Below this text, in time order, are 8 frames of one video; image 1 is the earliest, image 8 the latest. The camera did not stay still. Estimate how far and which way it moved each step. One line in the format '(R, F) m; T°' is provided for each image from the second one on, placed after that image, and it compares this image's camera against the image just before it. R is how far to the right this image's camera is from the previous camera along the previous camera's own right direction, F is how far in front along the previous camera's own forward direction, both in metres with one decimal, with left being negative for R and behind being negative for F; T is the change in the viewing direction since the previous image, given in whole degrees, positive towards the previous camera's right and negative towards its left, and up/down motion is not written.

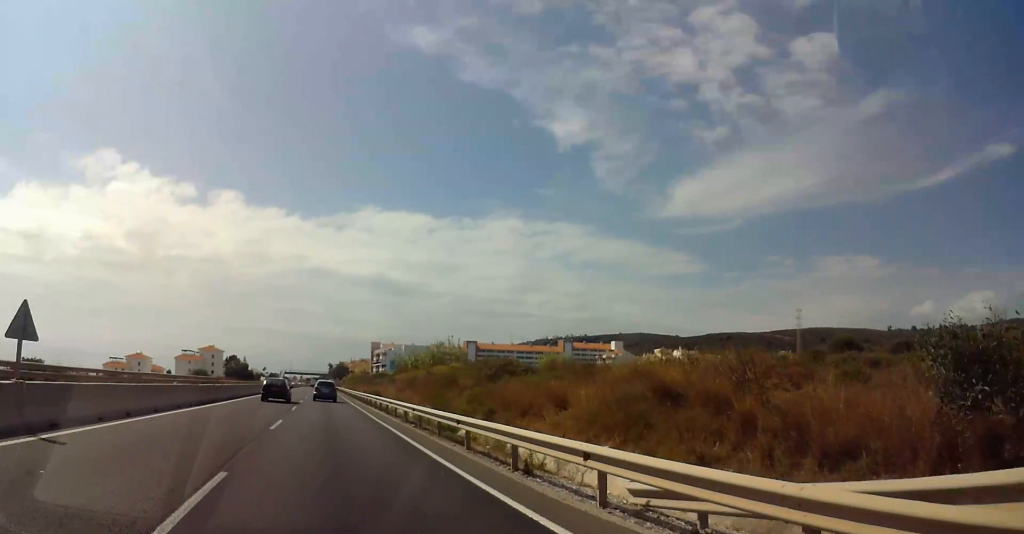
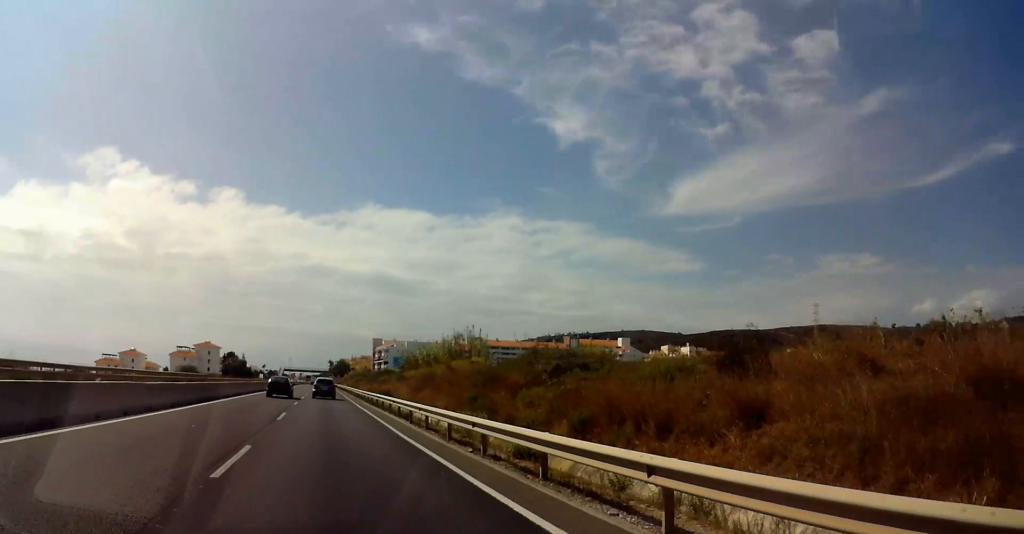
(+0.1, +10.4) m; +1°
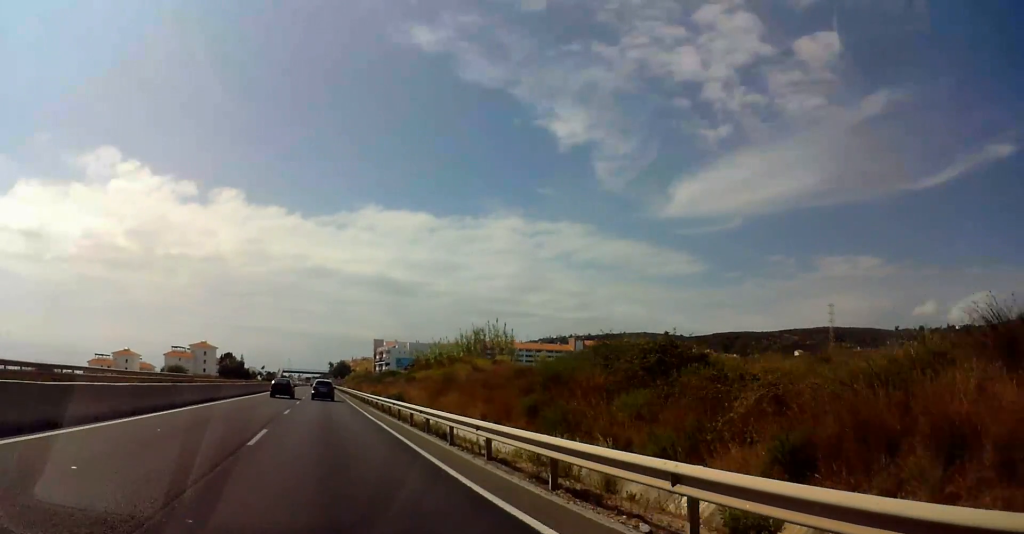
(0.0, +8.0) m; 0°
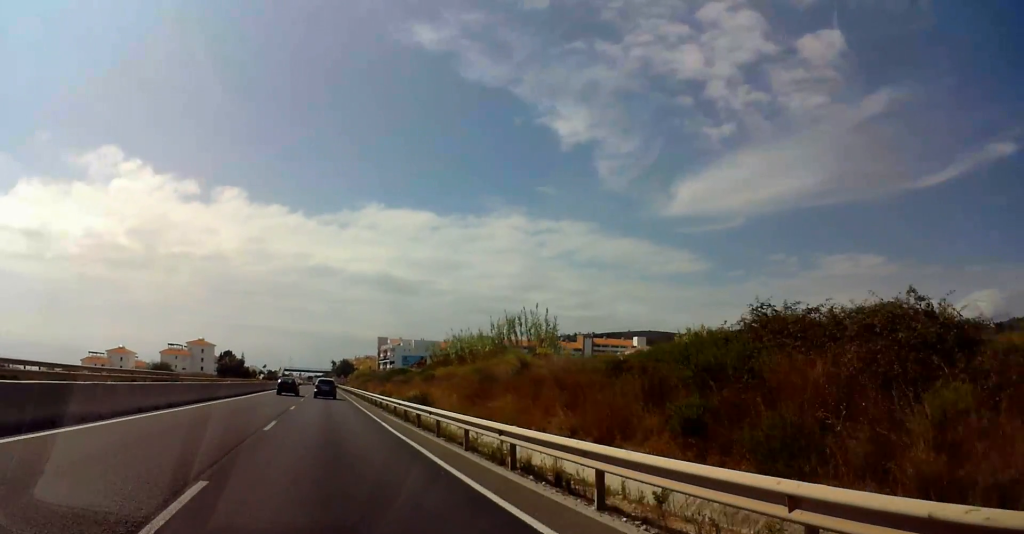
(0.0, +9.5) m; 0°
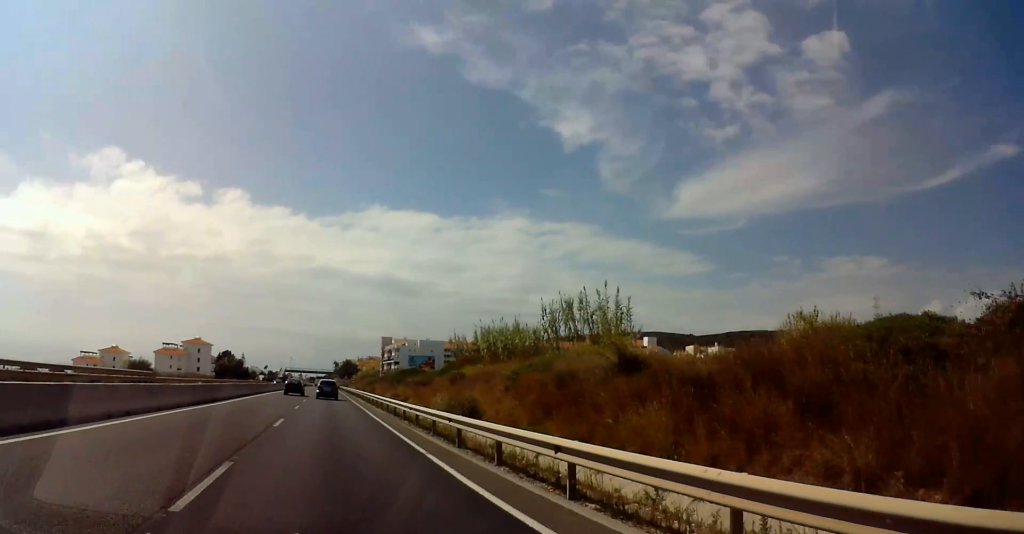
(0.0, +11.6) m; 0°
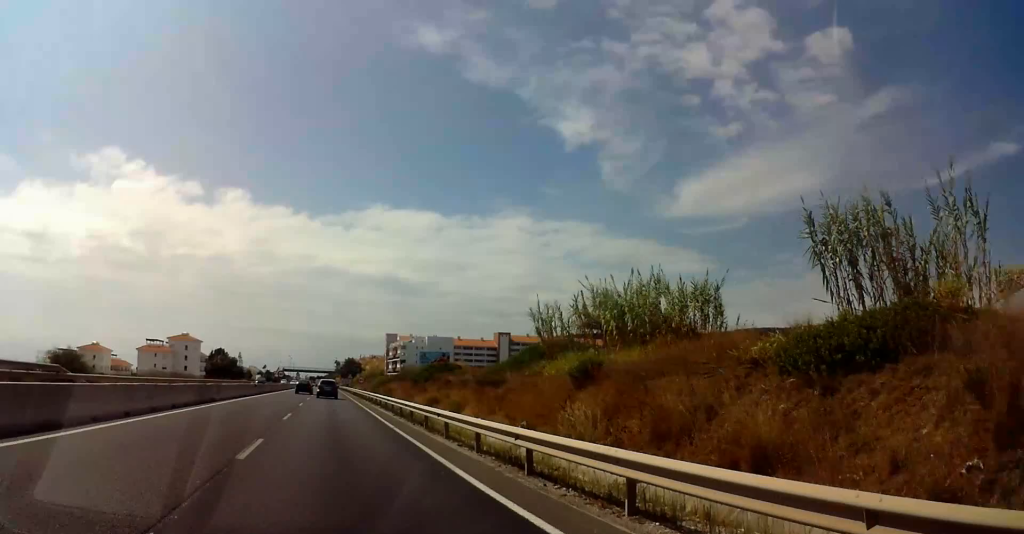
(-0.1, +21.8) m; 0°
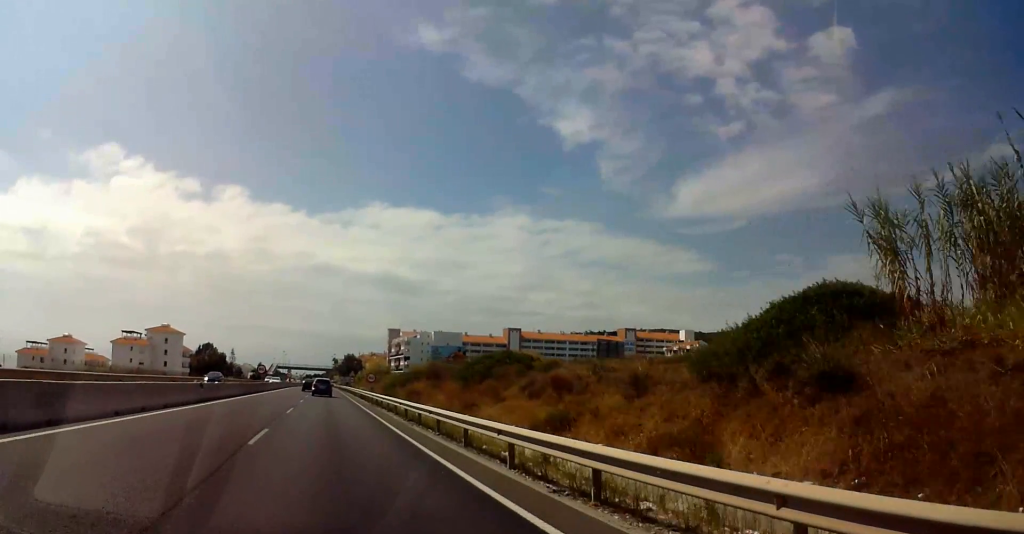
(0.0, +22.6) m; 0°
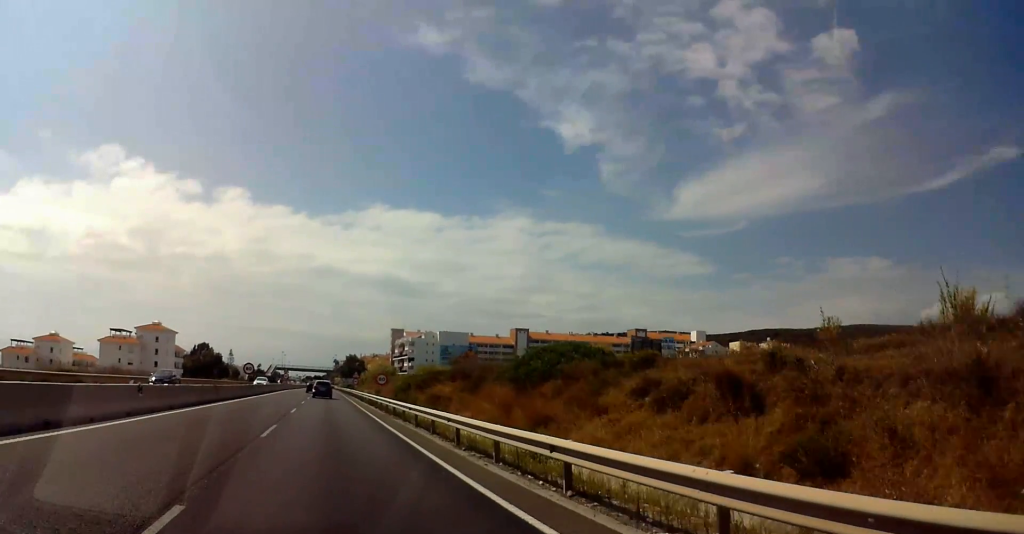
(0.0, +11.0) m; 0°
